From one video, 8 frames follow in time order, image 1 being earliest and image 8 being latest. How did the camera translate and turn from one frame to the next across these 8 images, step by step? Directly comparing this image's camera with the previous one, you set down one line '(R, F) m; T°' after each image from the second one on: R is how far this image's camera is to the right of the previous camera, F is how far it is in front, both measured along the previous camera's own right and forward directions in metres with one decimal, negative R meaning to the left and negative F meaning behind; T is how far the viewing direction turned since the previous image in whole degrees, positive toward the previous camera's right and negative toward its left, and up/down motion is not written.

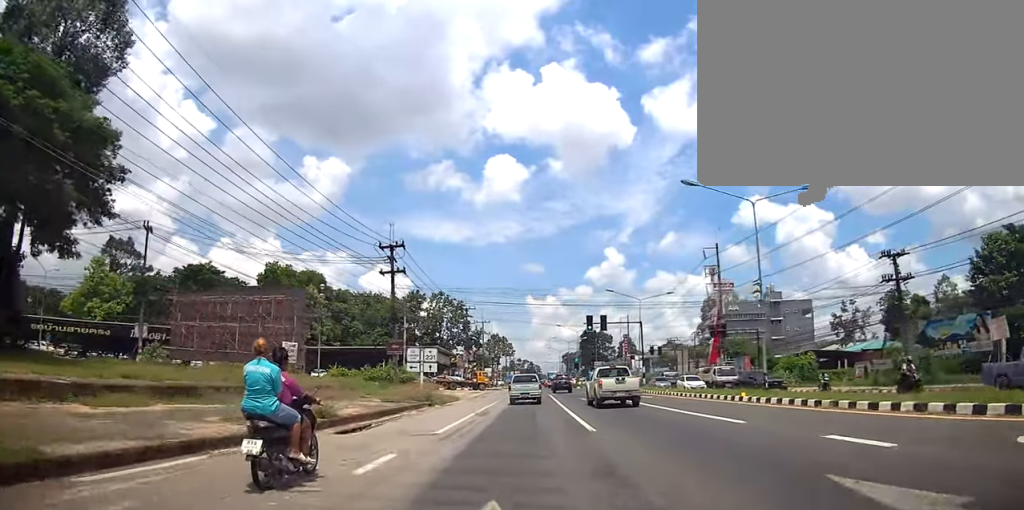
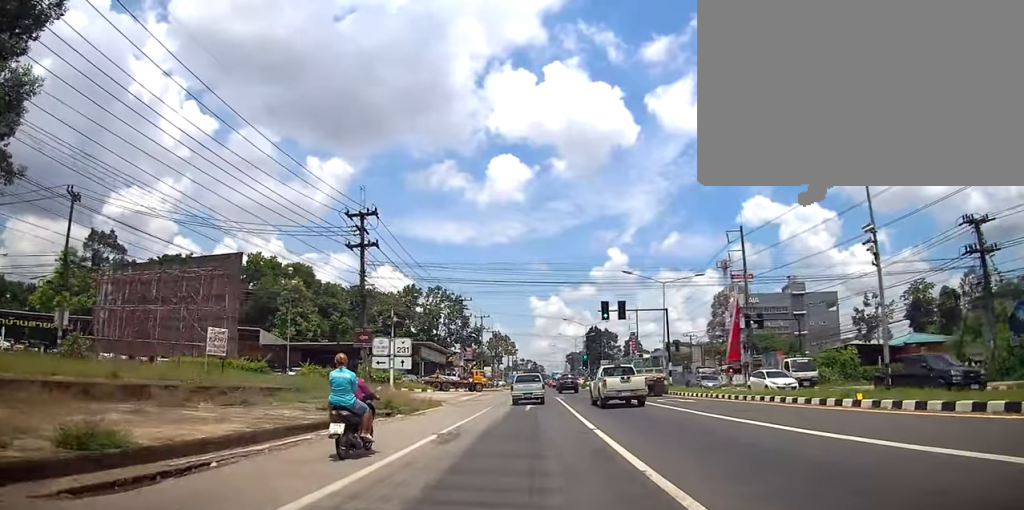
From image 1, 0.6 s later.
(+0.1, +8.9) m; 0°
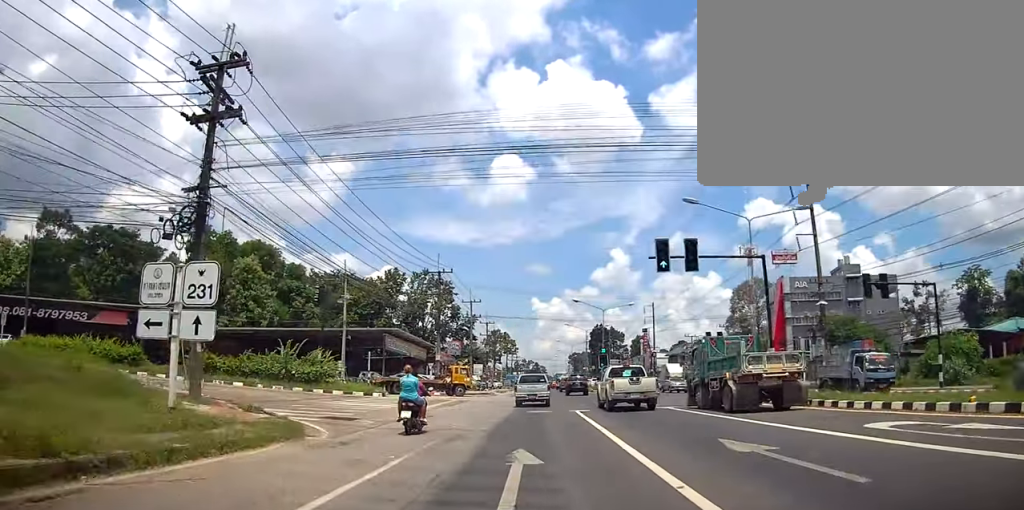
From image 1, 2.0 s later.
(-0.2, +18.4) m; 0°
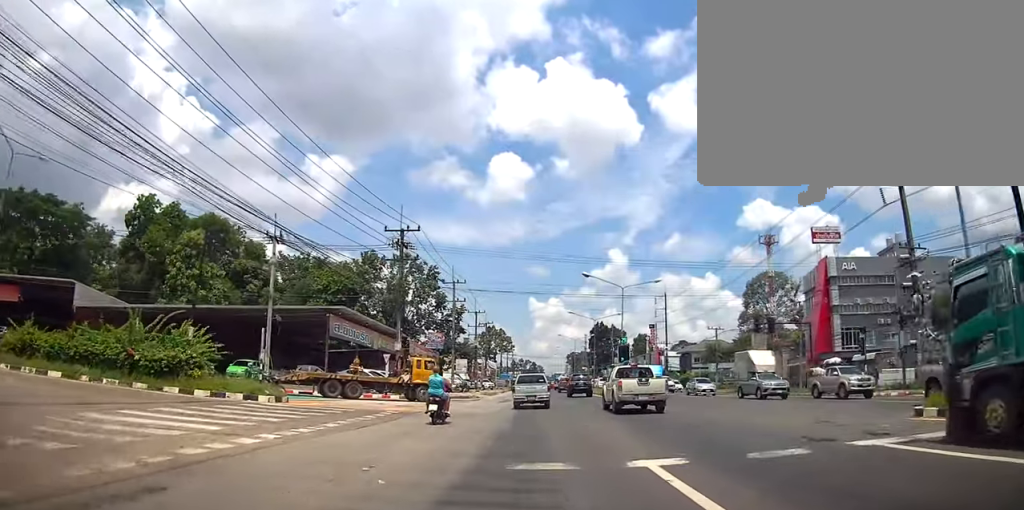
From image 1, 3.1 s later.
(0.0, +14.7) m; -1°
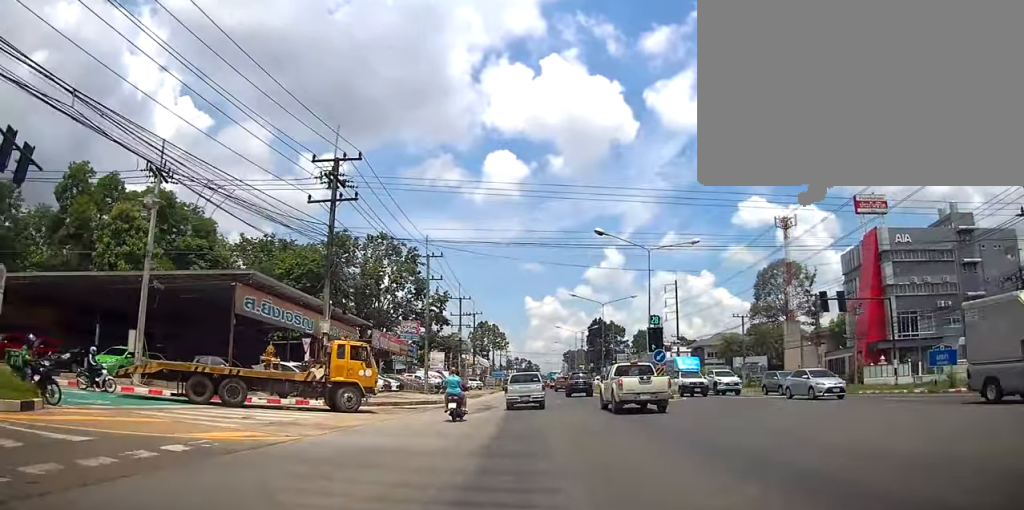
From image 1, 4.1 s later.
(-0.3, +12.9) m; +1°
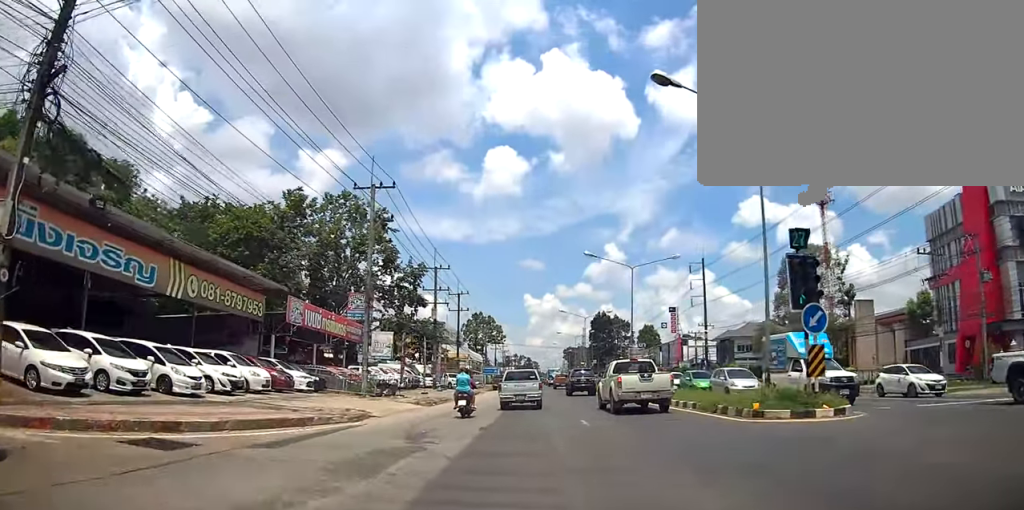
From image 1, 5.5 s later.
(+0.8, +17.6) m; +3°
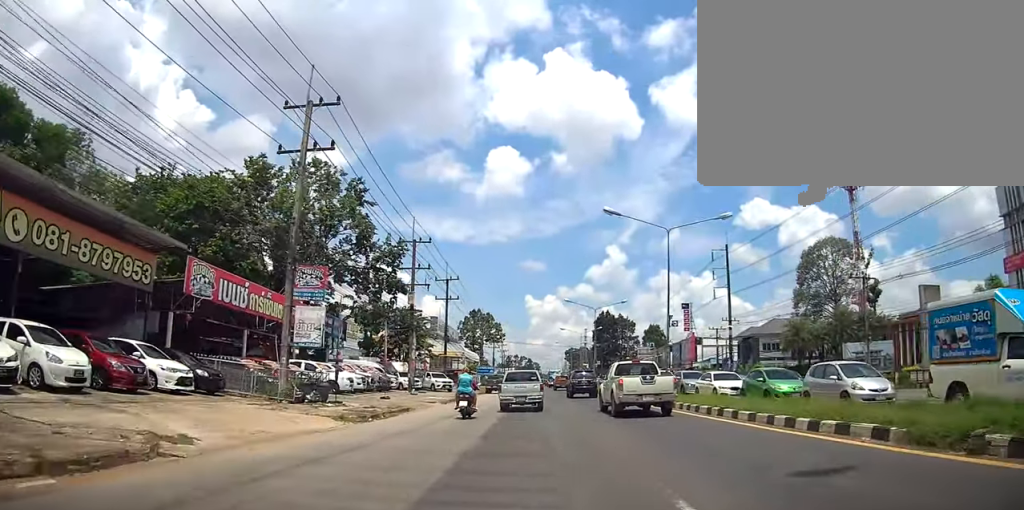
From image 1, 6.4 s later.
(-0.3, +10.7) m; -1°
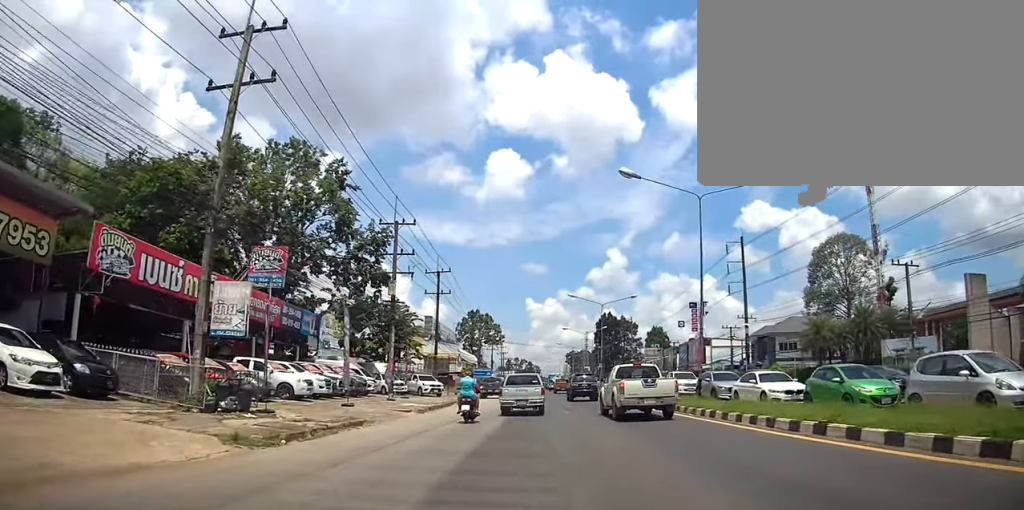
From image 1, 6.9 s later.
(+0.1, +5.9) m; 0°
